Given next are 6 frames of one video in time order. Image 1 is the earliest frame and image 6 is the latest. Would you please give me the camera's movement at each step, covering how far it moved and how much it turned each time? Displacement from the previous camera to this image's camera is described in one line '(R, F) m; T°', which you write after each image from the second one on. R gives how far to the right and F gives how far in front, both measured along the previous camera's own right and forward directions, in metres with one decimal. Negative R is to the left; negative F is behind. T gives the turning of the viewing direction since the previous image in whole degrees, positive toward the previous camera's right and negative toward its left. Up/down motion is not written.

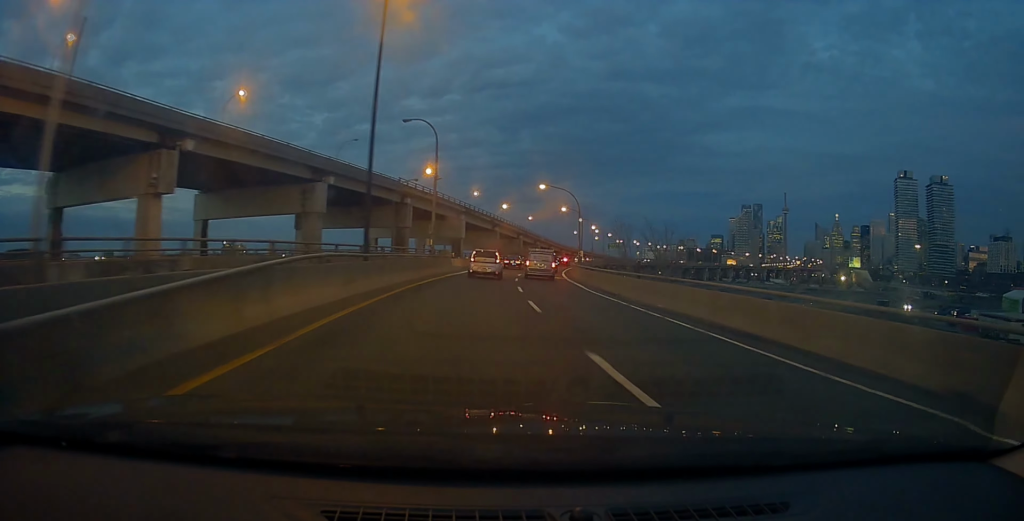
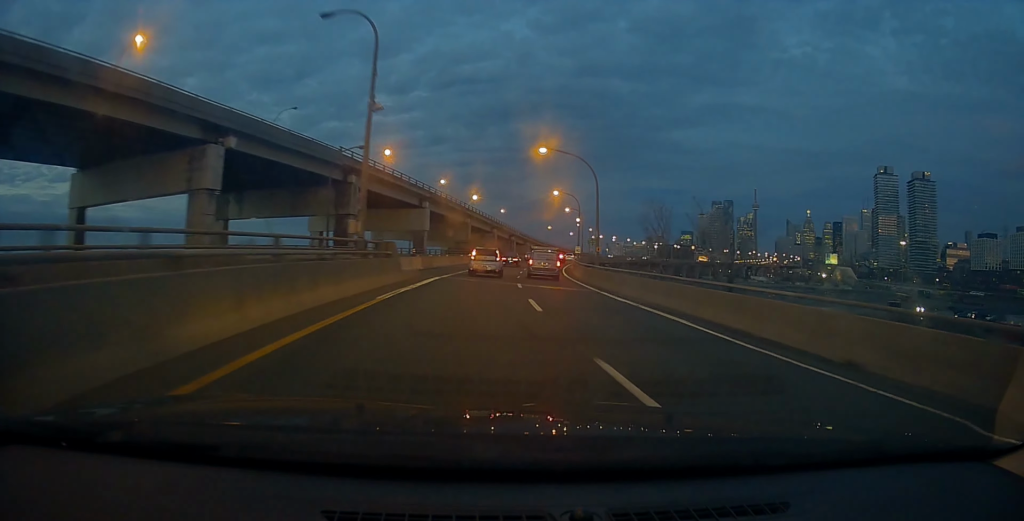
(+0.6, +17.7) m; +3°
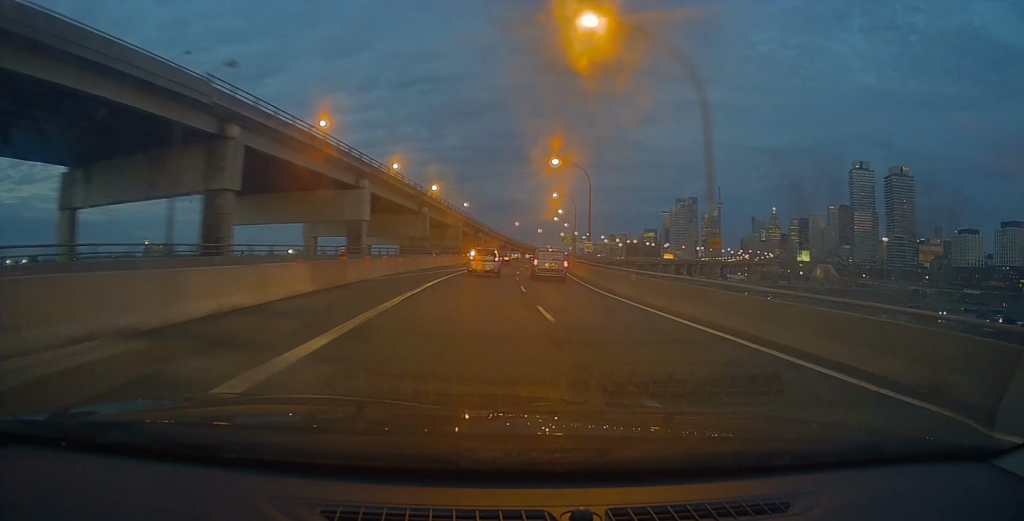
(+0.7, +21.2) m; +4°
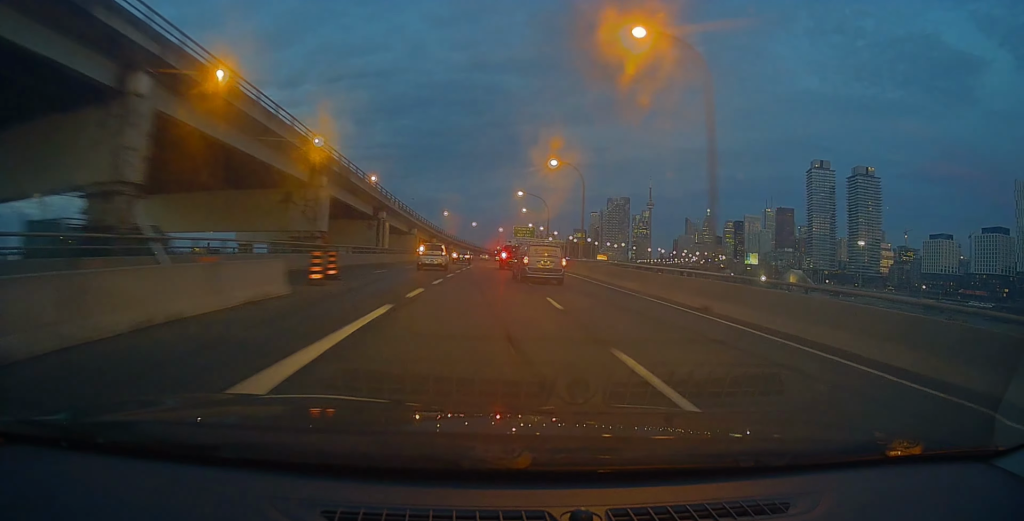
(+3.9, +52.7) m; +8°
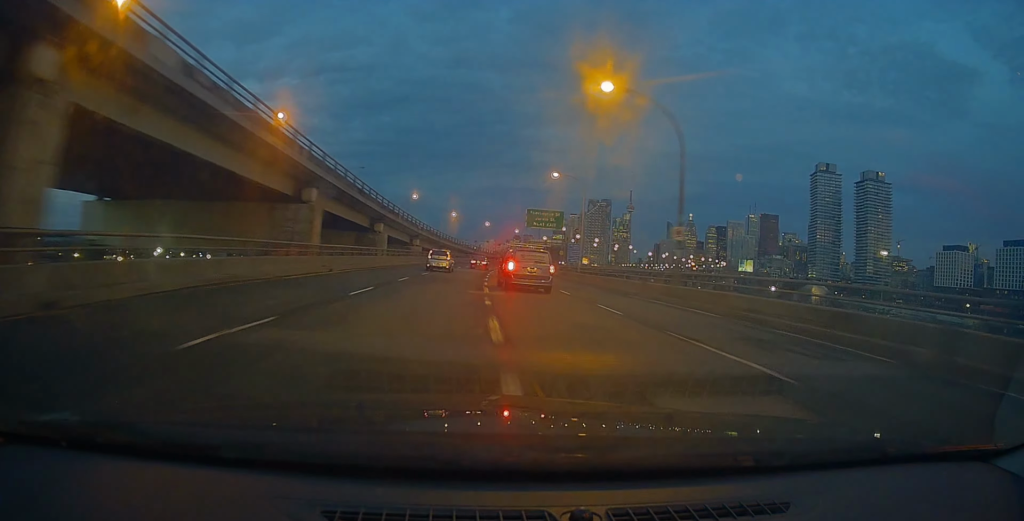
(+2.8, +49.1) m; +5°
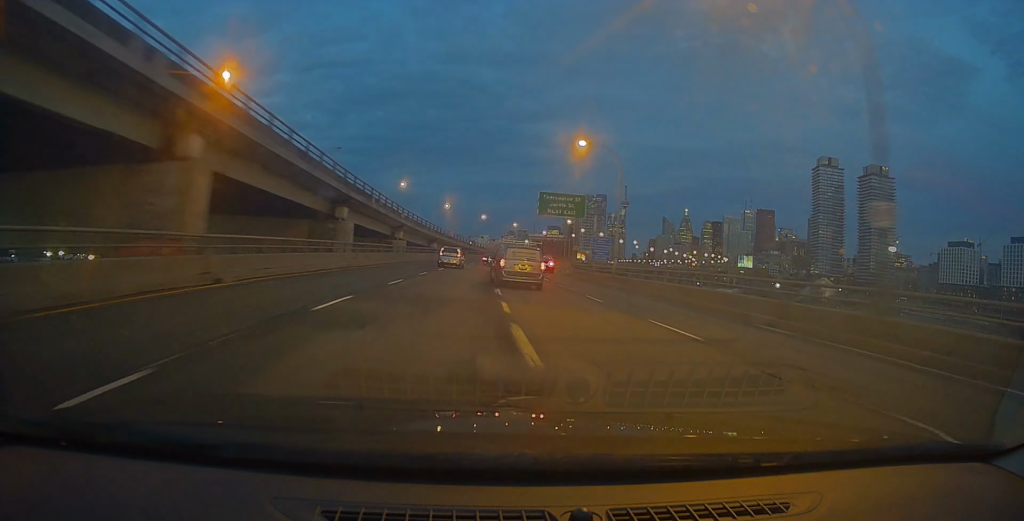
(0.0, +13.5) m; 0°
